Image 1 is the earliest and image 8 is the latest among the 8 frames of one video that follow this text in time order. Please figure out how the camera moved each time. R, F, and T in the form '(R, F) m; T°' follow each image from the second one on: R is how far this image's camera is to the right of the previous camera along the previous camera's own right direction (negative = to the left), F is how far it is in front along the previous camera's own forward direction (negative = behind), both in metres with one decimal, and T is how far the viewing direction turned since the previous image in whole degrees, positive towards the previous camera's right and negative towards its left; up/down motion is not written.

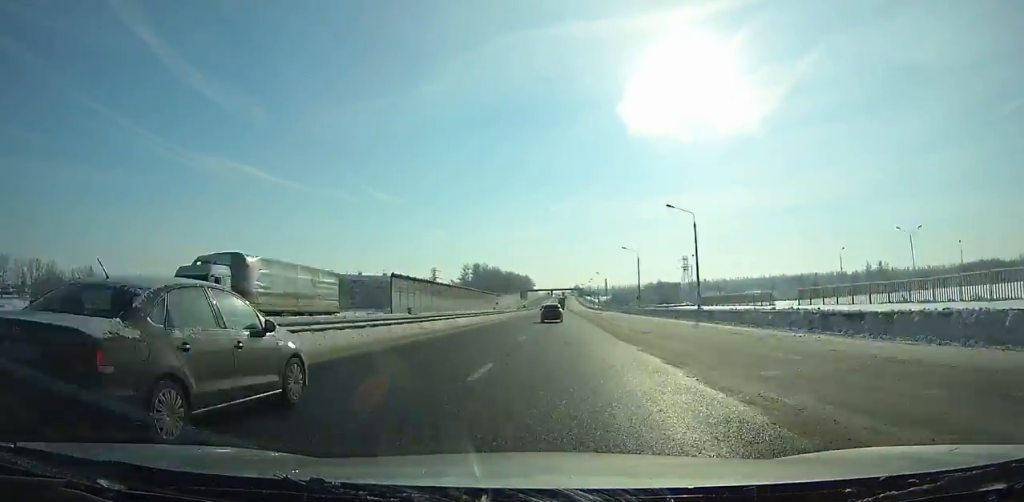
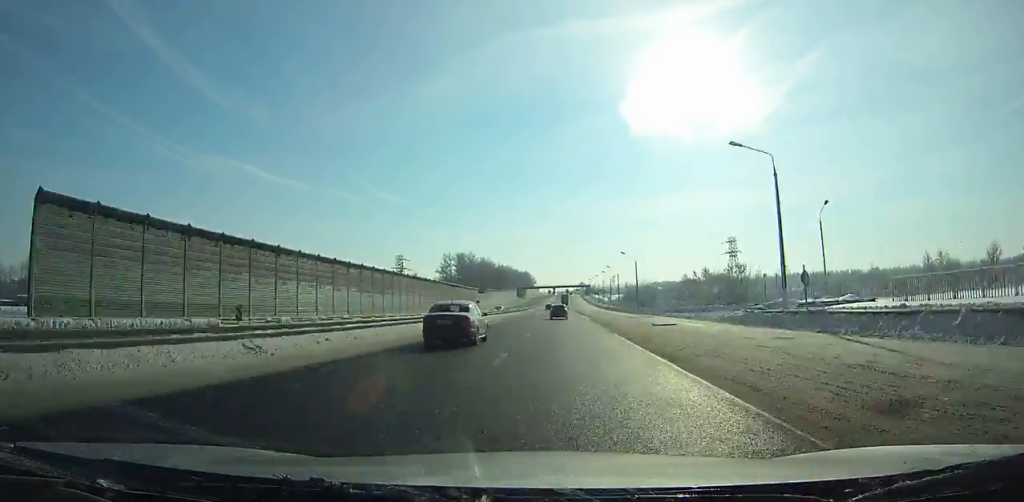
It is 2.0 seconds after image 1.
(-0.2, +57.0) m; 0°
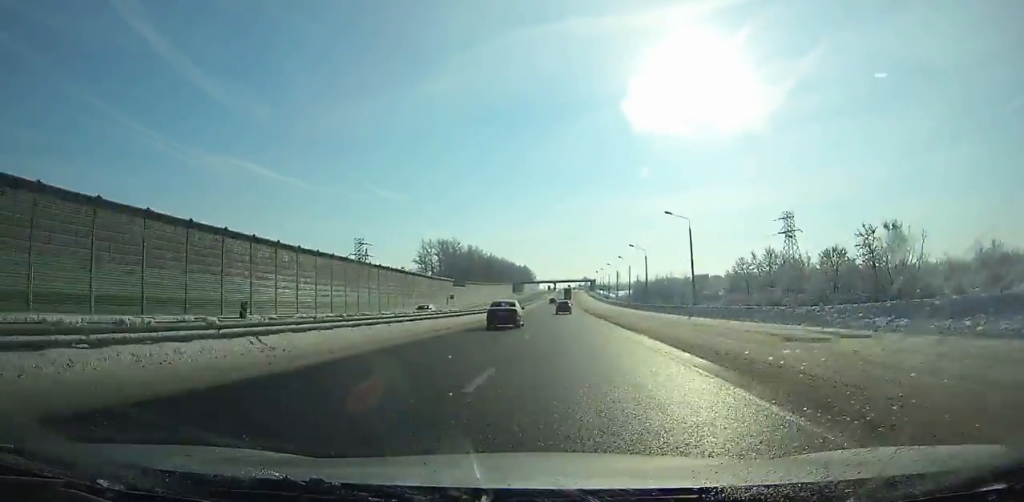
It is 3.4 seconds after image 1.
(-0.2, +39.7) m; 0°
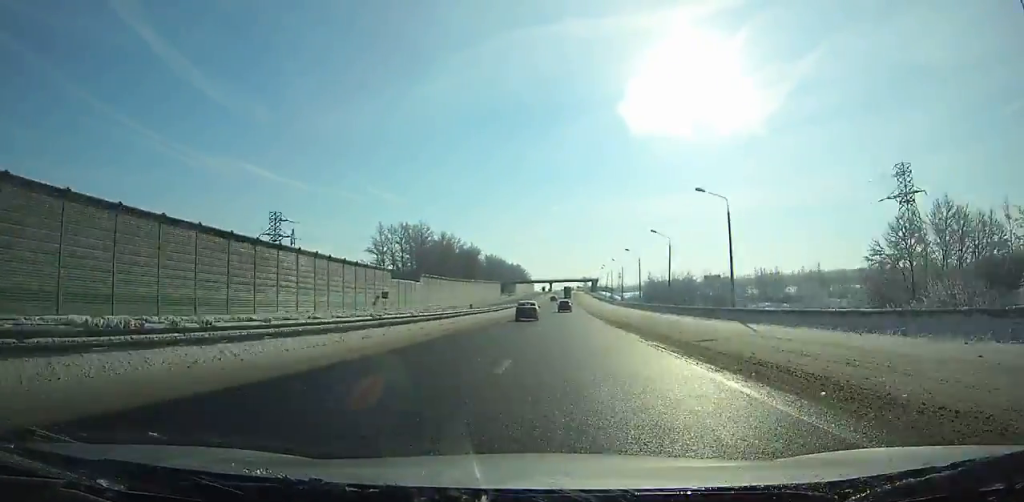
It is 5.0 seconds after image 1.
(+0.2, +45.1) m; 0°
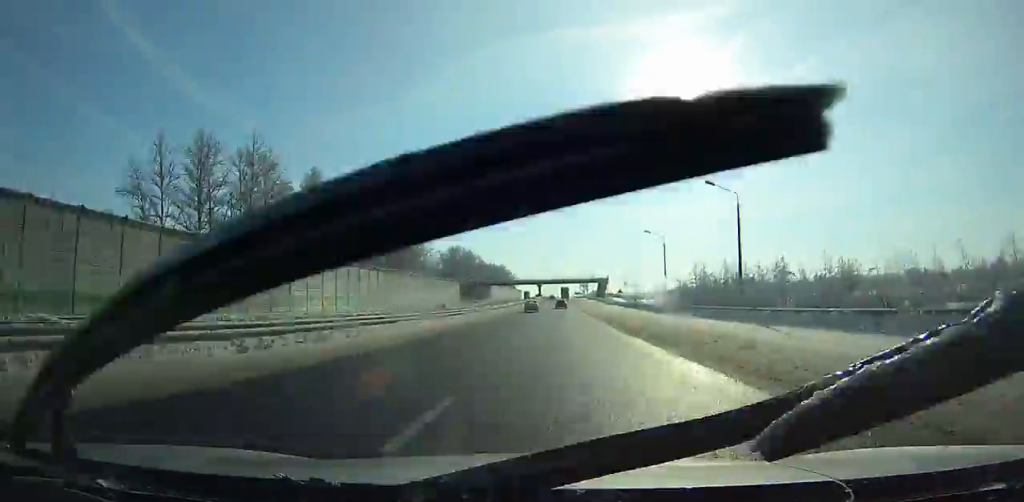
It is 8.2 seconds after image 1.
(+0.5, +89.5) m; +1°
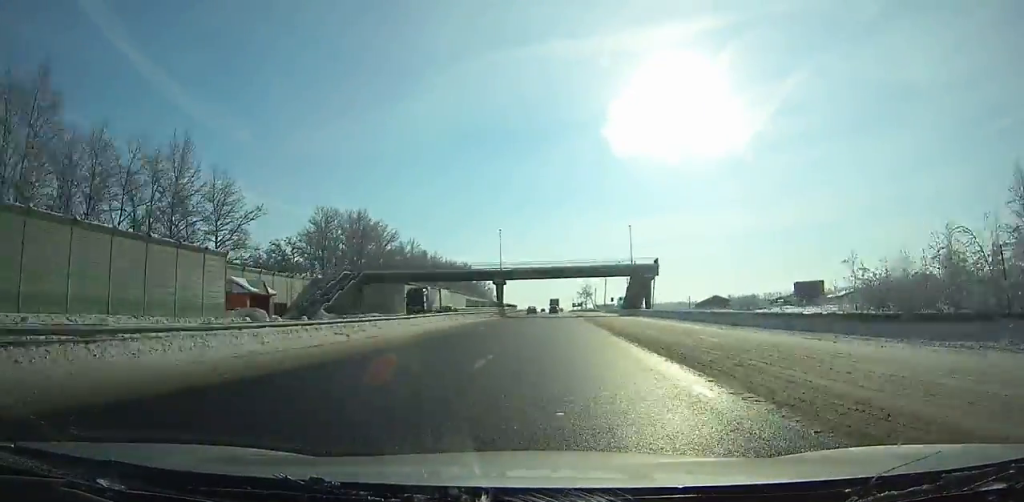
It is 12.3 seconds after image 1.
(+0.2, +113.8) m; 0°
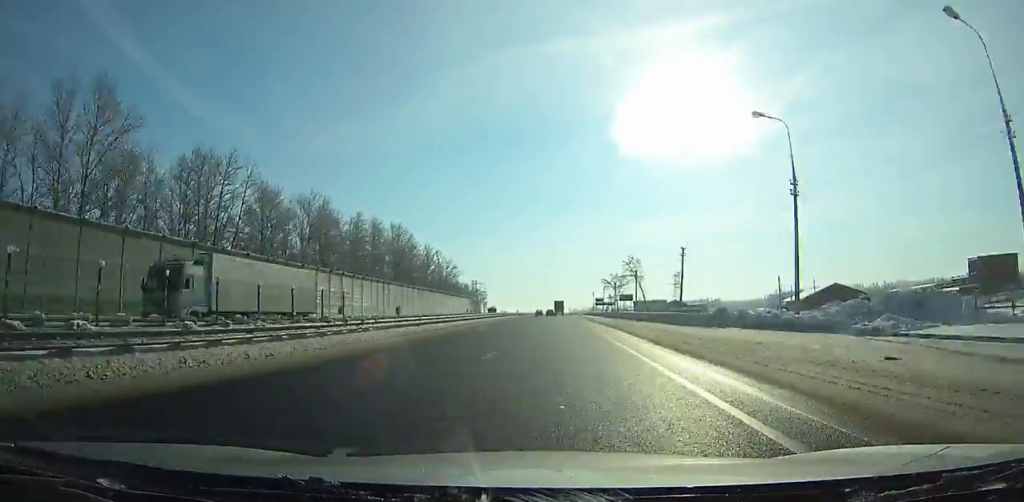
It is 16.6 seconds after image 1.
(-0.3, +120.1) m; 0°
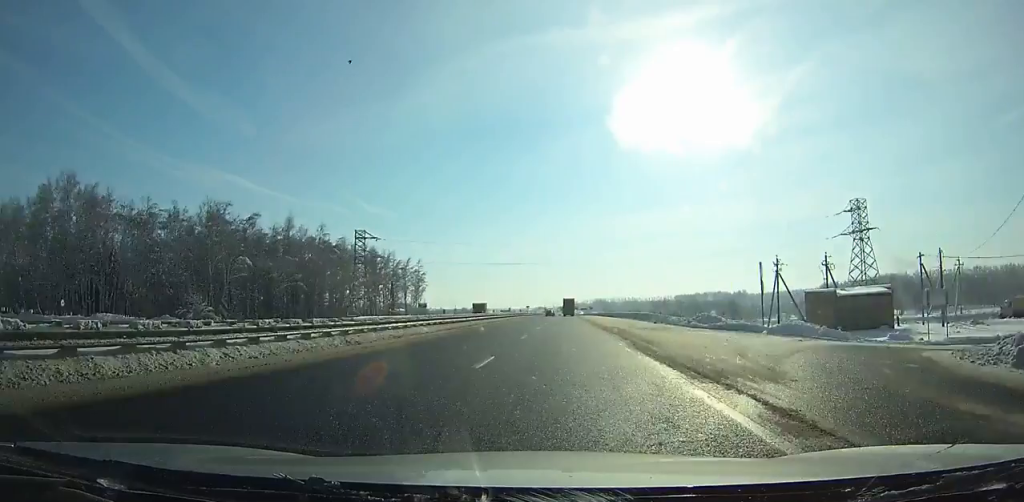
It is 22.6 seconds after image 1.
(-0.2, +172.4) m; 0°
